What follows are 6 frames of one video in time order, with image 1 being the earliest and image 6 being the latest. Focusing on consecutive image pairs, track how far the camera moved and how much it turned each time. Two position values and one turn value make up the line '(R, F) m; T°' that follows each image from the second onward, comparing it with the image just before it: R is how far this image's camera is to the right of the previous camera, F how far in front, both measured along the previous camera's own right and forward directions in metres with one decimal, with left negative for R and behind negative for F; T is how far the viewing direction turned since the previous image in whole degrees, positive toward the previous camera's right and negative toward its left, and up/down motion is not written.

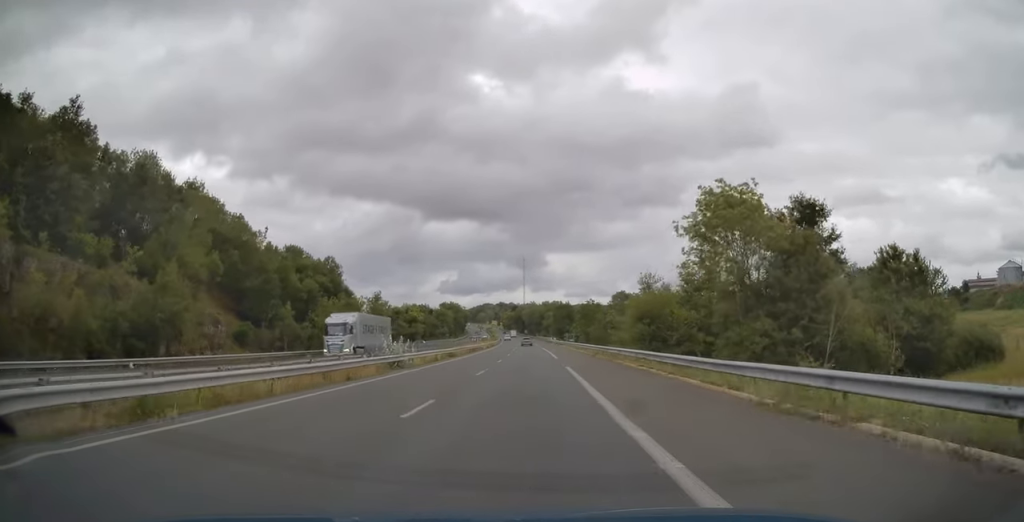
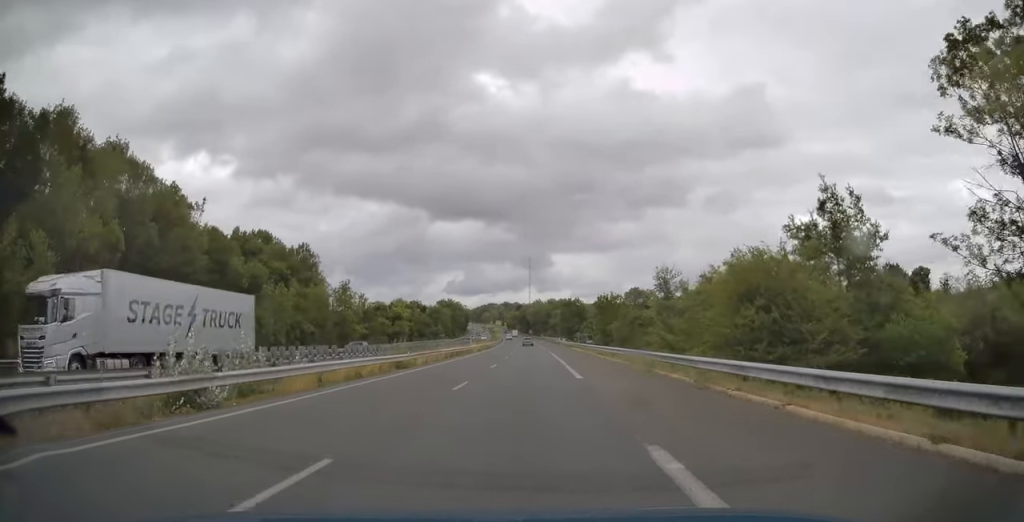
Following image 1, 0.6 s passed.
(0.0, +19.9) m; -1°
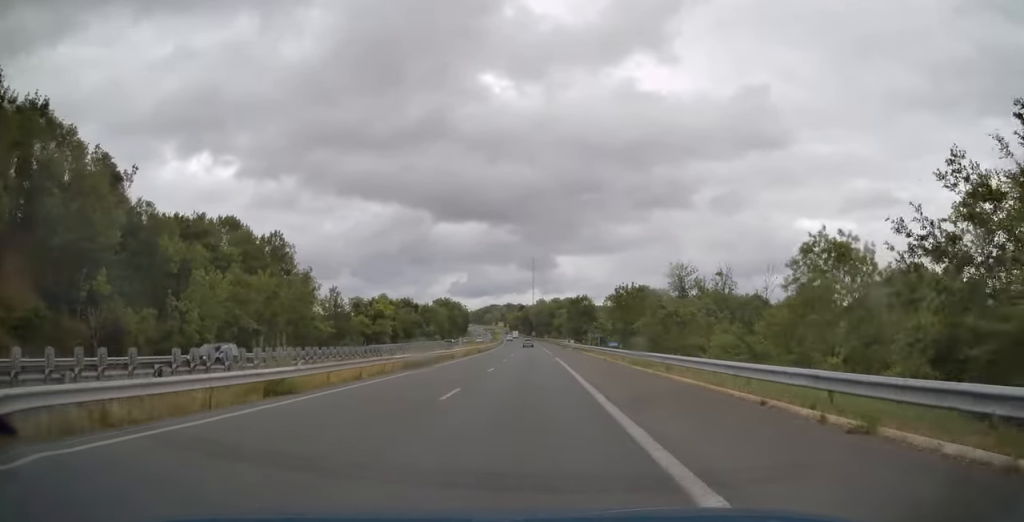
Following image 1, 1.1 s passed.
(-0.1, +15.6) m; -1°
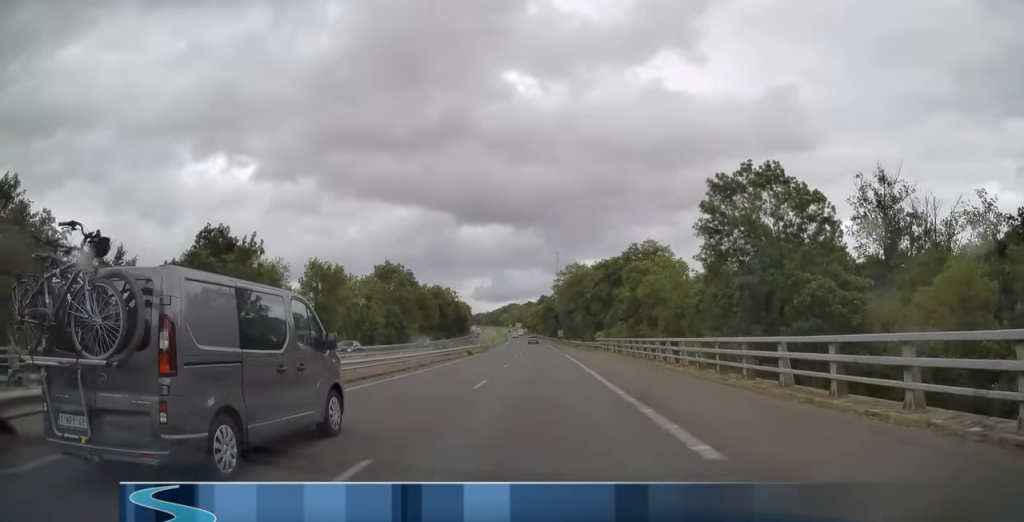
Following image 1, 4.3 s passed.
(-3.1, +102.0) m; -2°
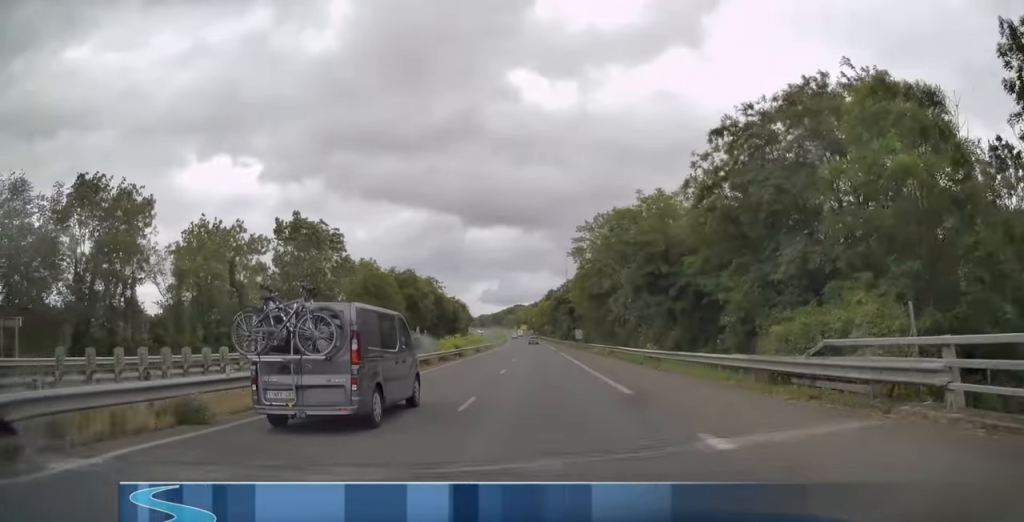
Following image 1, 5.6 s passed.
(0.0, +43.9) m; 0°
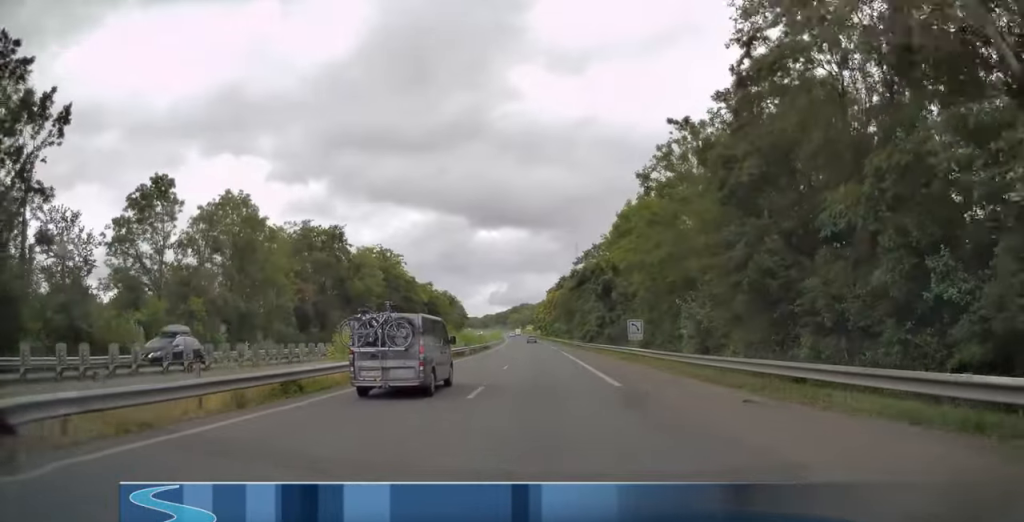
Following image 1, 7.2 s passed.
(0.0, +50.1) m; 0°
